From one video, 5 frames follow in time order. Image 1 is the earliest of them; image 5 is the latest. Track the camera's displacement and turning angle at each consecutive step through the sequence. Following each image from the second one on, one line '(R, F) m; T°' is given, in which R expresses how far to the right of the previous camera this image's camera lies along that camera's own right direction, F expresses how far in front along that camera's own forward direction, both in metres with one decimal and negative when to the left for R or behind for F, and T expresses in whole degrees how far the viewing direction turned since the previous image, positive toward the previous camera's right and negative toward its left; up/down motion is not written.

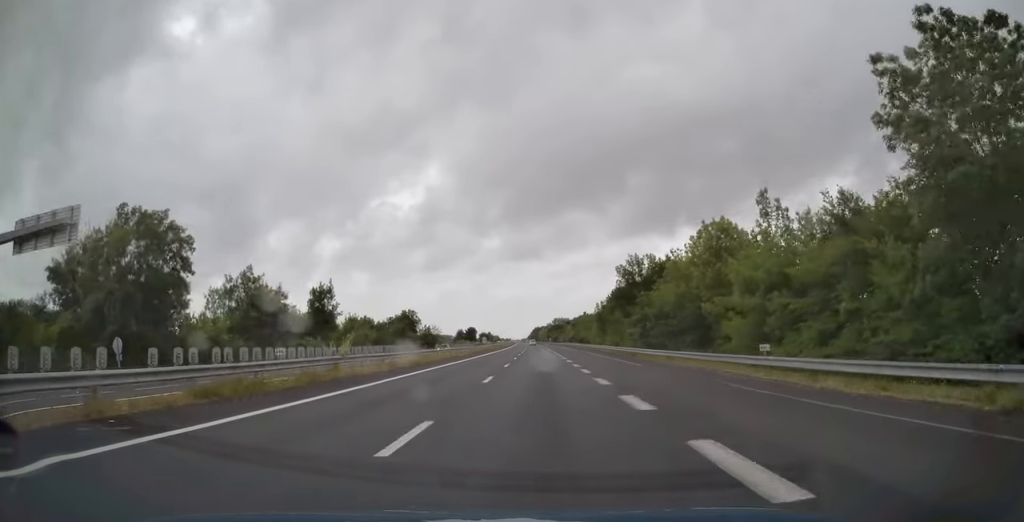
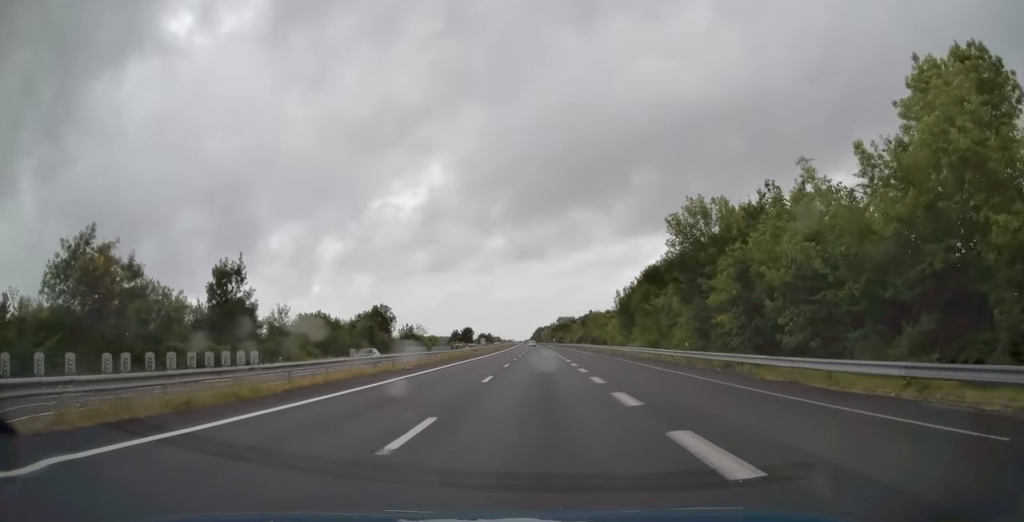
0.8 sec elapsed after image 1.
(0.0, +25.1) m; 0°
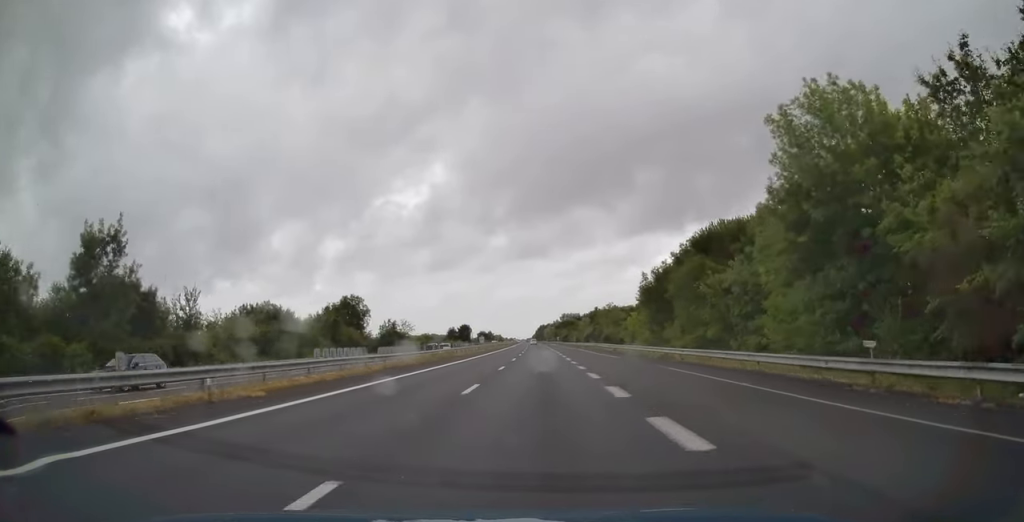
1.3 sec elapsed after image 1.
(-0.1, +18.1) m; 0°
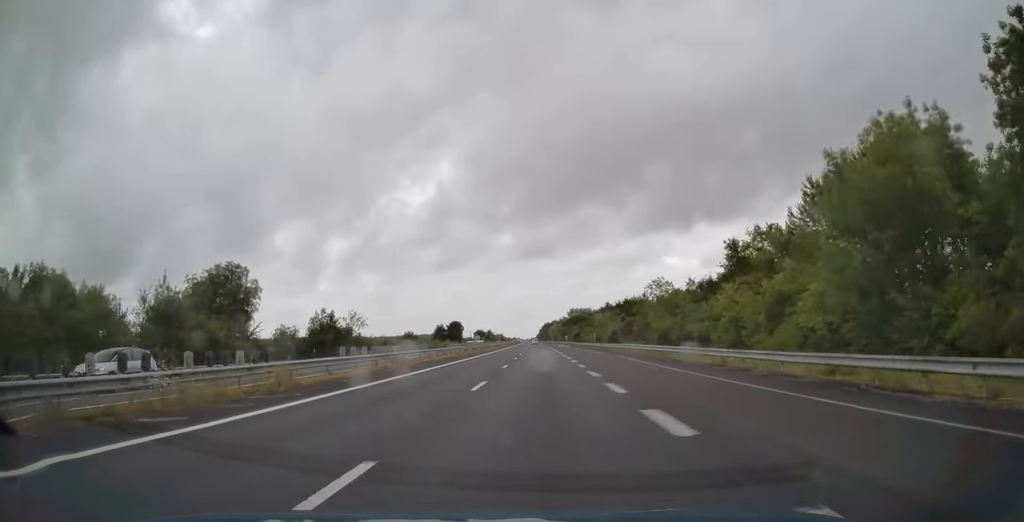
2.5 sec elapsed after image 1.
(-0.1, +37.9) m; 0°
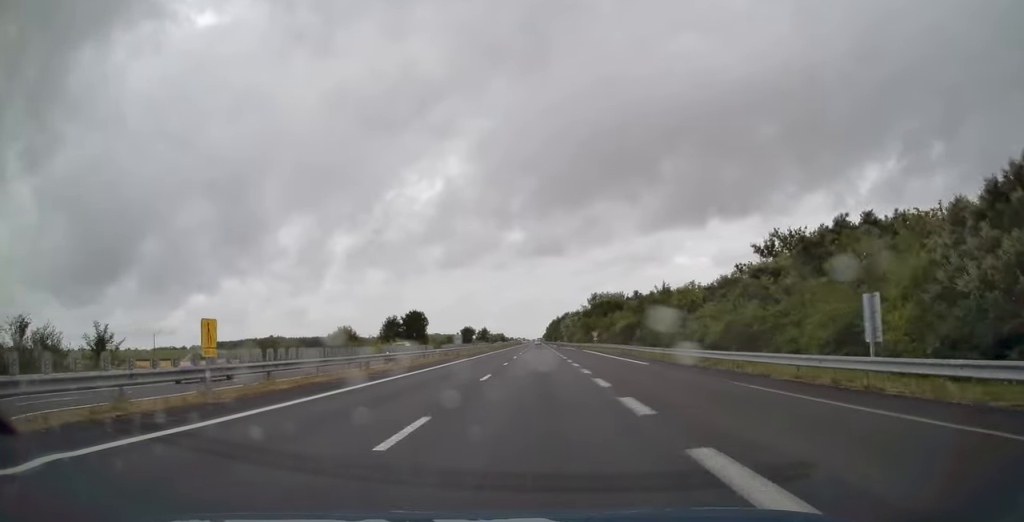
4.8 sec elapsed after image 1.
(-0.4, +73.7) m; -1°
